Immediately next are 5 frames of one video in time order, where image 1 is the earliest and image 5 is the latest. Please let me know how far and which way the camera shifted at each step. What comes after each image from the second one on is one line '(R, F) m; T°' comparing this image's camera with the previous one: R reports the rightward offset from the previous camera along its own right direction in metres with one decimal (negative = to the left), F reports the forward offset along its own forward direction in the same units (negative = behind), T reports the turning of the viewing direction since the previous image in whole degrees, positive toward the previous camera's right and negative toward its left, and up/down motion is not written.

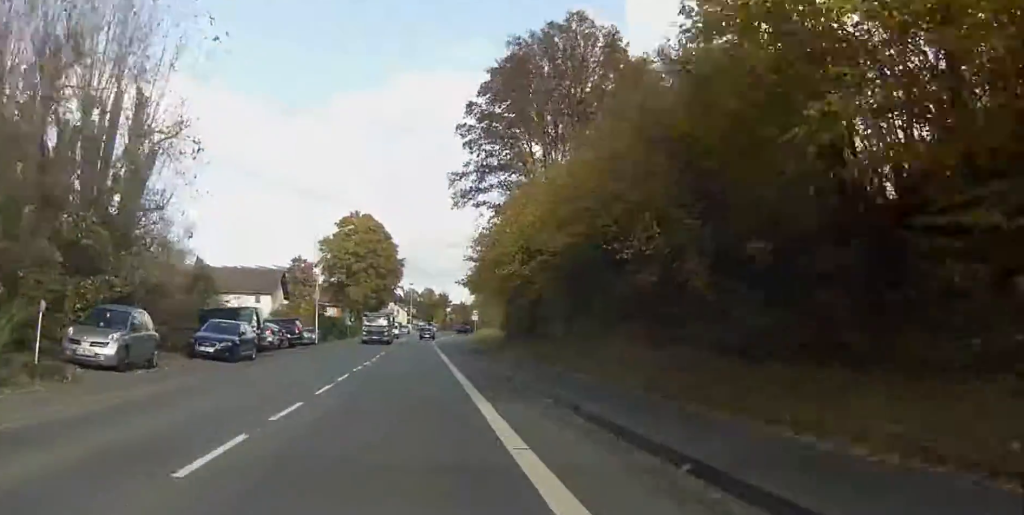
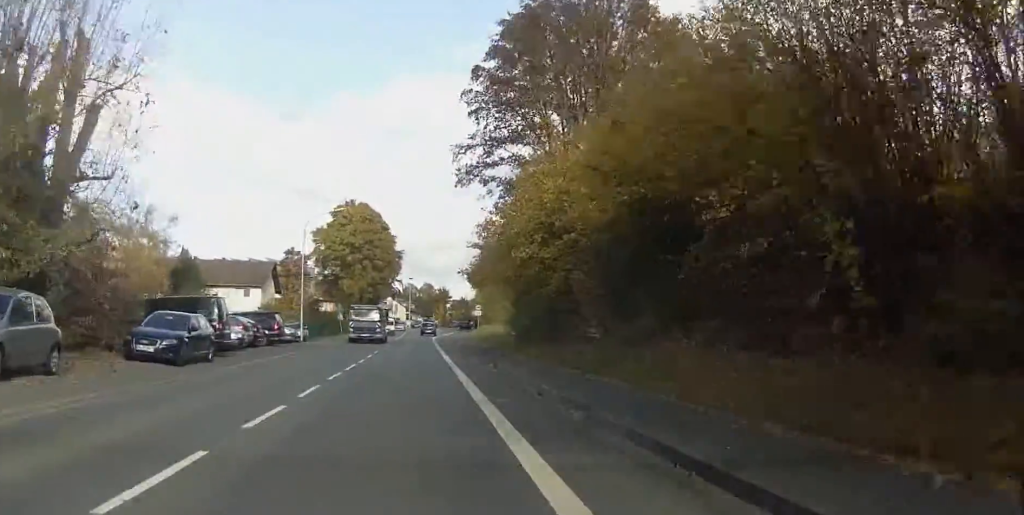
(-0.6, +6.4) m; +3°
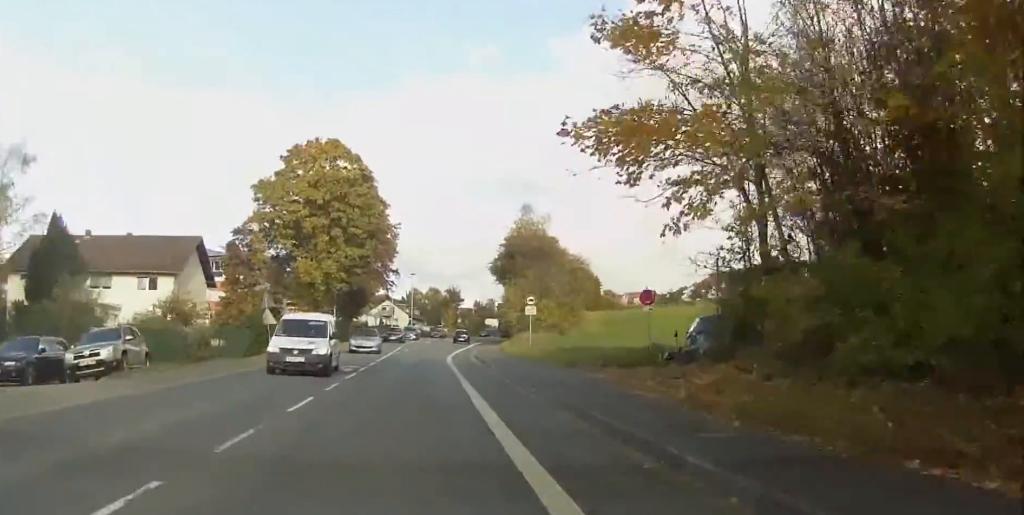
(-4.4, +37.4) m; -11°
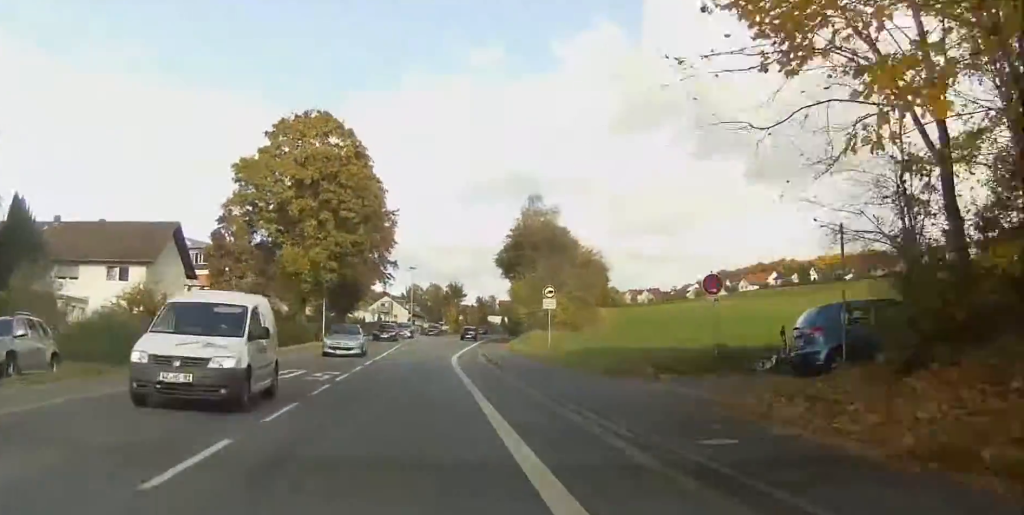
(+0.1, +7.6) m; +4°
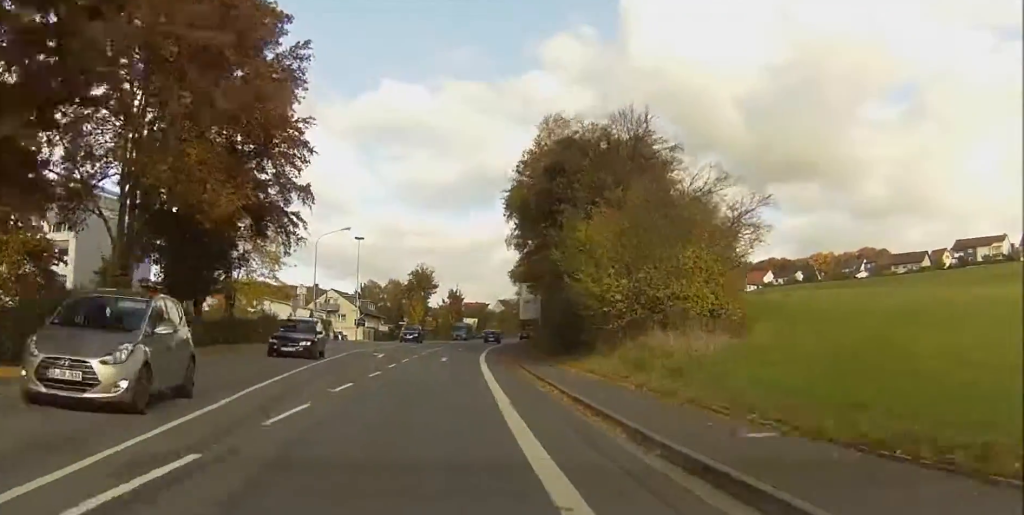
(+1.5, +46.4) m; +5°
